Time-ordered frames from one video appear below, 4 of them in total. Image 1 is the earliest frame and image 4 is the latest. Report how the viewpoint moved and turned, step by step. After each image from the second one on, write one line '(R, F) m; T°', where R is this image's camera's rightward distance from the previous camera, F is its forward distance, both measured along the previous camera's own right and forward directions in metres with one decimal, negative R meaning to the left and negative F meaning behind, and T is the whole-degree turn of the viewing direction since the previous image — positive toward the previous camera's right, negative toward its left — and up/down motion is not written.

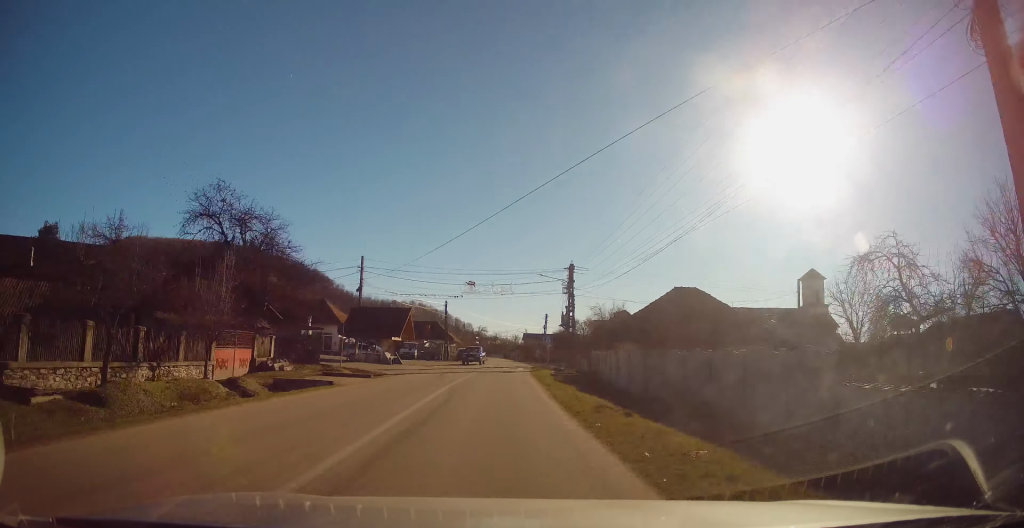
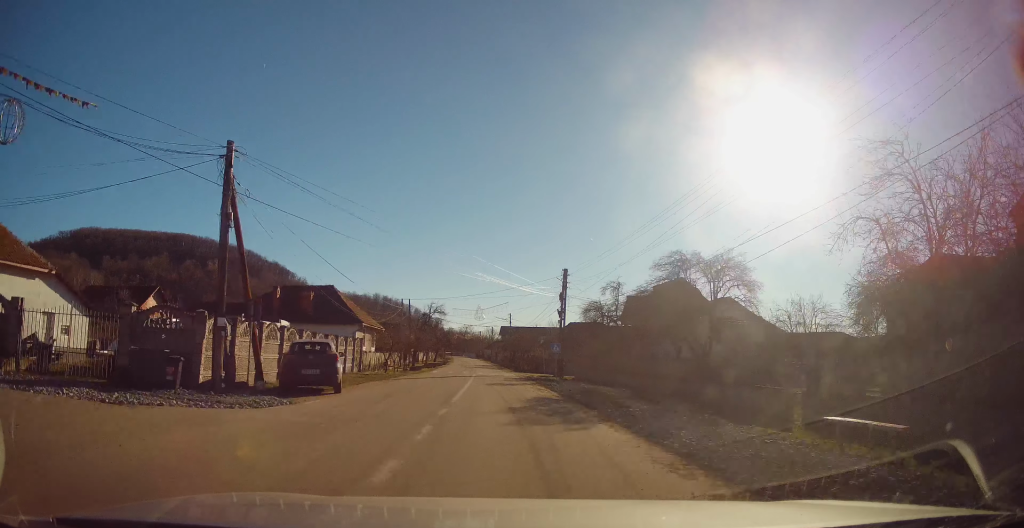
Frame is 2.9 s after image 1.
(+0.7, +46.3) m; +2°
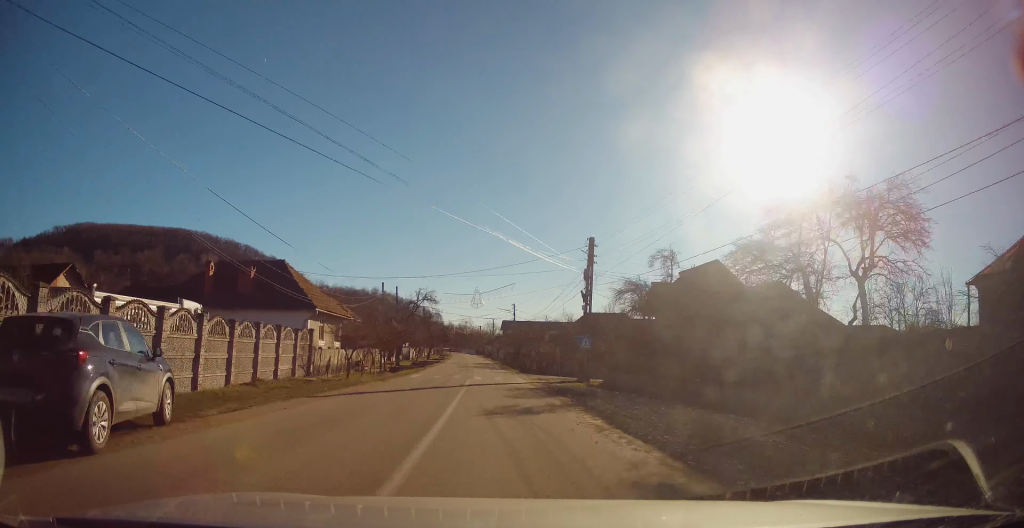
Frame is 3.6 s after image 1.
(0.0, +10.5) m; +1°
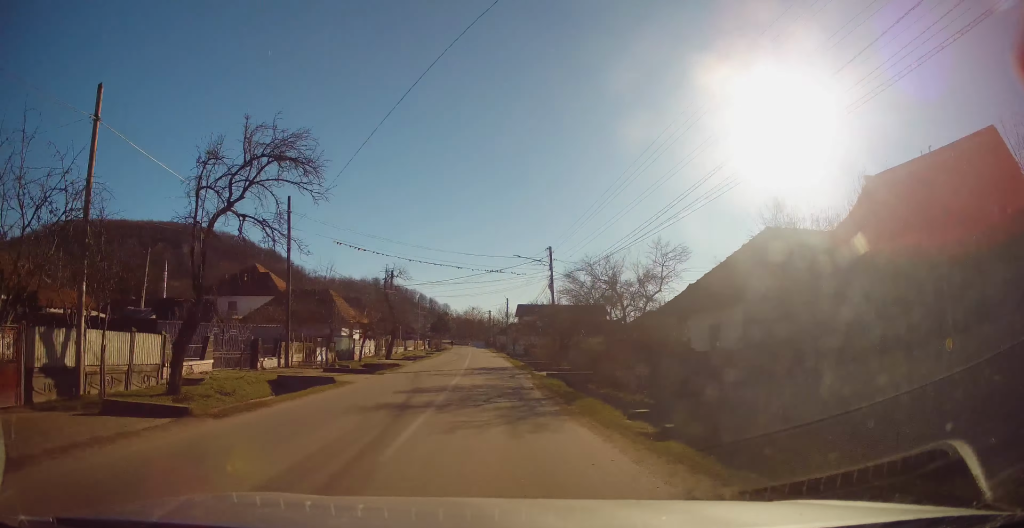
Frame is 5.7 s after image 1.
(-0.1, +34.2) m; -2°
